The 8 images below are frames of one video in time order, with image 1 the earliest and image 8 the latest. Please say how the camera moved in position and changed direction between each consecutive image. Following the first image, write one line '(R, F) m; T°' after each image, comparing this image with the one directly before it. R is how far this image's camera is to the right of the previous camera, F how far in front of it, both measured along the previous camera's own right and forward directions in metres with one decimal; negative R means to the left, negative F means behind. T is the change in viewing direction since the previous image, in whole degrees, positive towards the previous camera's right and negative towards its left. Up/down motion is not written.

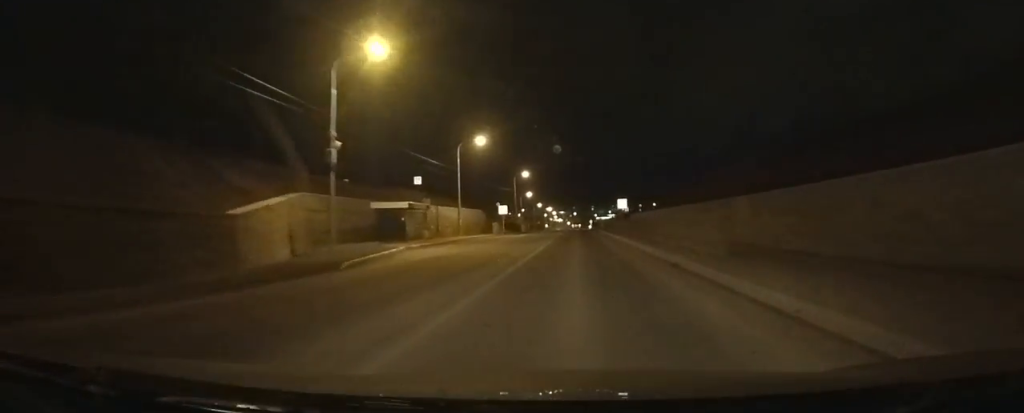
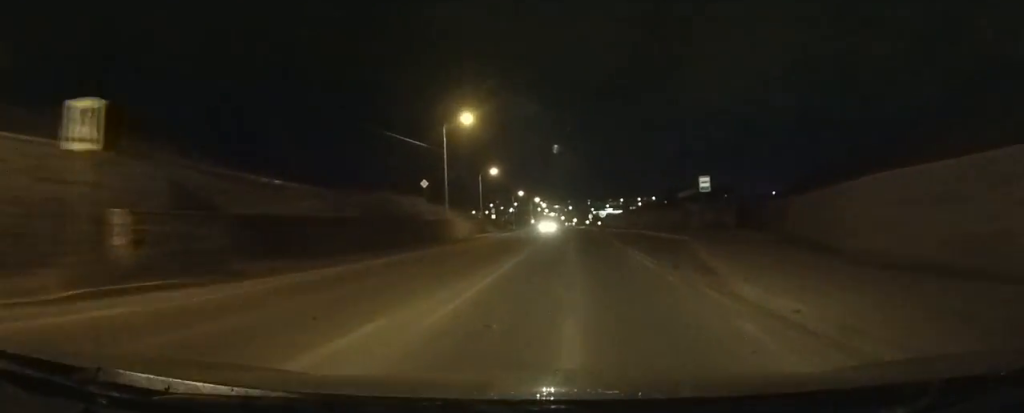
(-0.2, +59.6) m; -1°
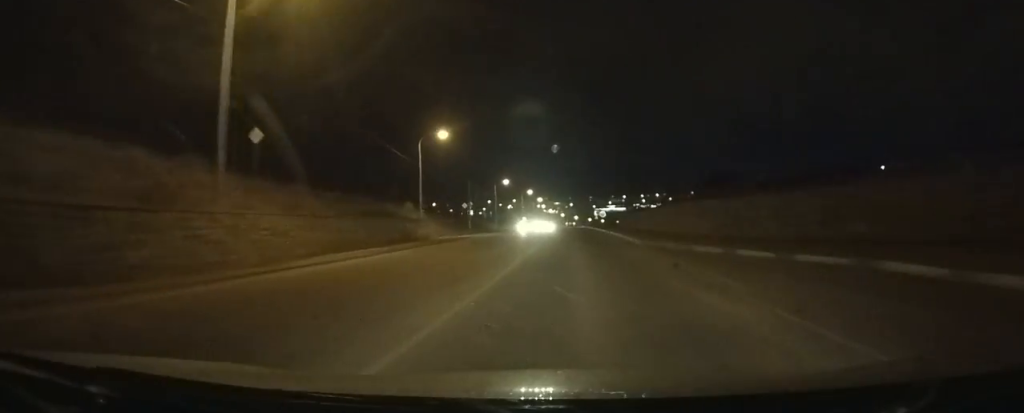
(-0.3, +38.2) m; 0°
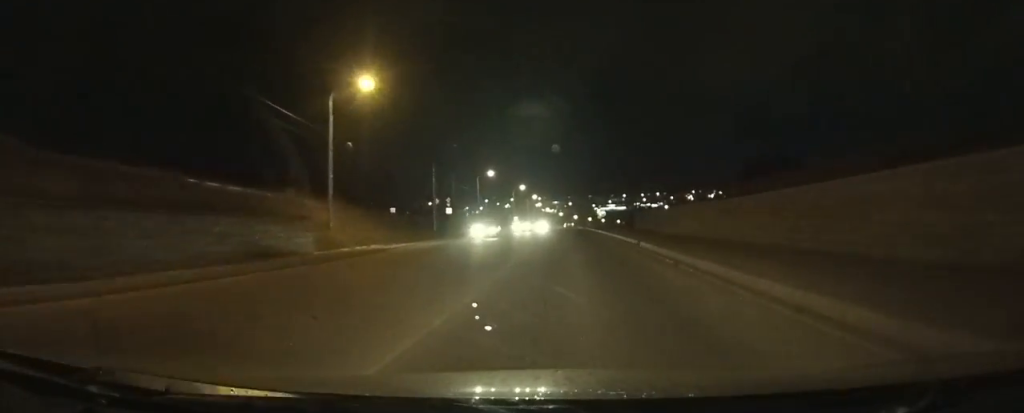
(-0.1, +21.1) m; 0°
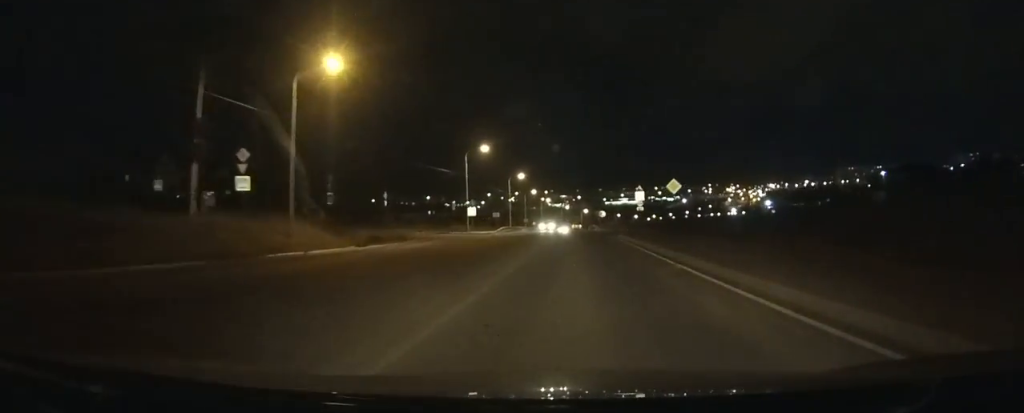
(+0.2, +68.5) m; 0°
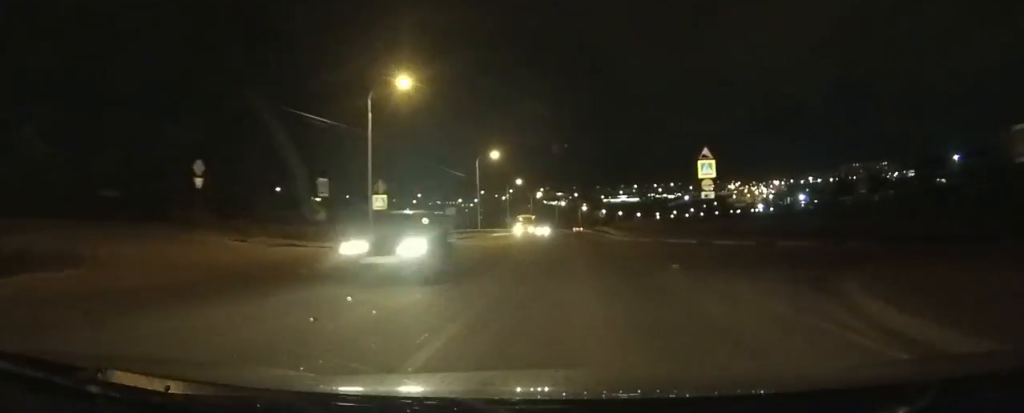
(-0.2, +32.9) m; 0°
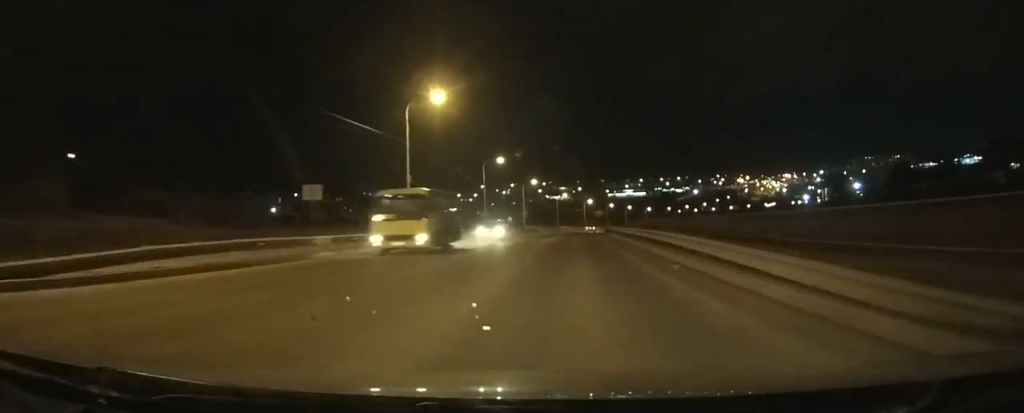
(0.0, +32.8) m; 0°
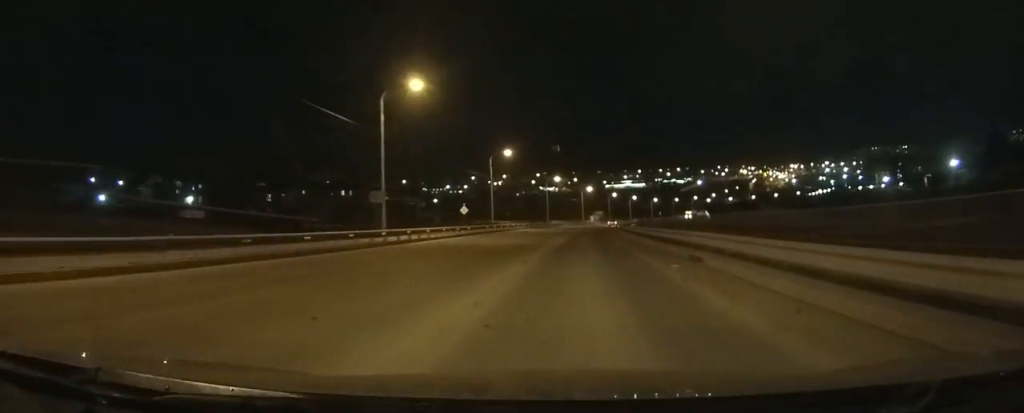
(+0.3, +40.9) m; +1°
